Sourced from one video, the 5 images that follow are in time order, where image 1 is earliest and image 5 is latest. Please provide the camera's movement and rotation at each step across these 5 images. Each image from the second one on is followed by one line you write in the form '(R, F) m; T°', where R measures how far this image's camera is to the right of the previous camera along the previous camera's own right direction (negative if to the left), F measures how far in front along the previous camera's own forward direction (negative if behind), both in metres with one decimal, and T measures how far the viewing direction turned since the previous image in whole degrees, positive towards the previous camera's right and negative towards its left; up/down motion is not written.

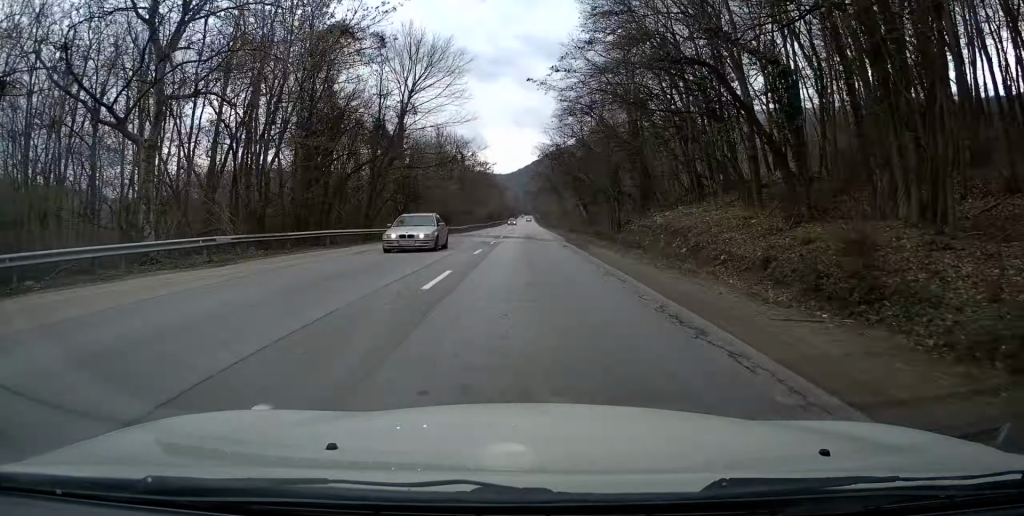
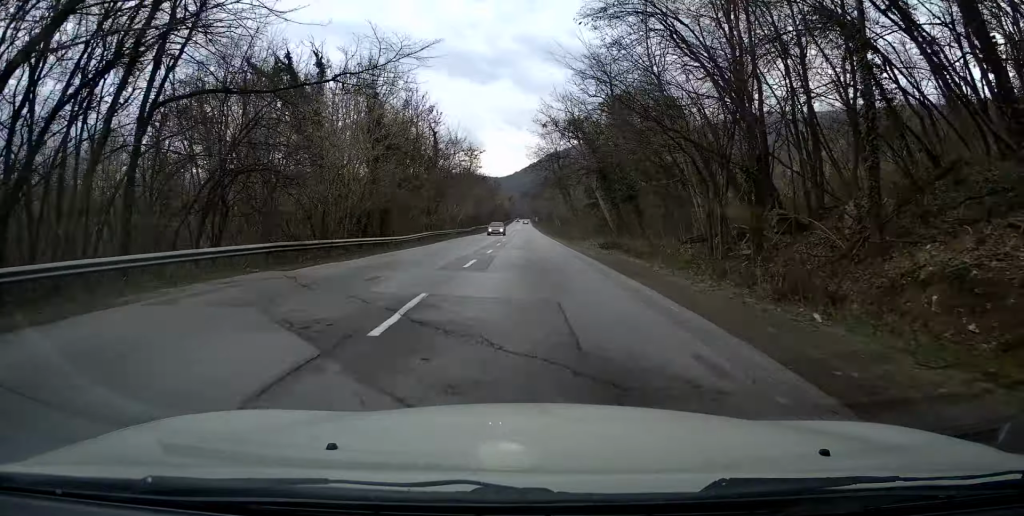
(+0.4, +30.5) m; +1°
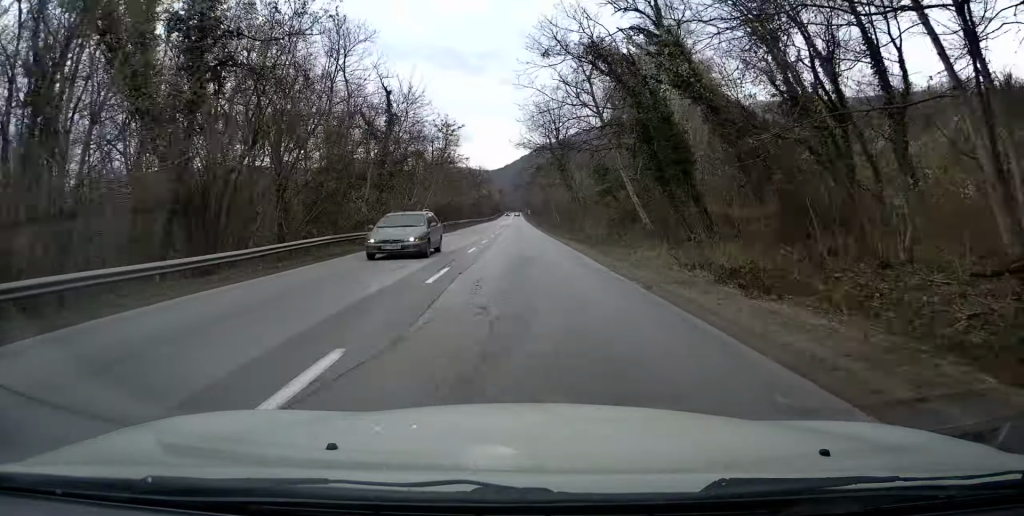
(0.0, +22.0) m; 0°
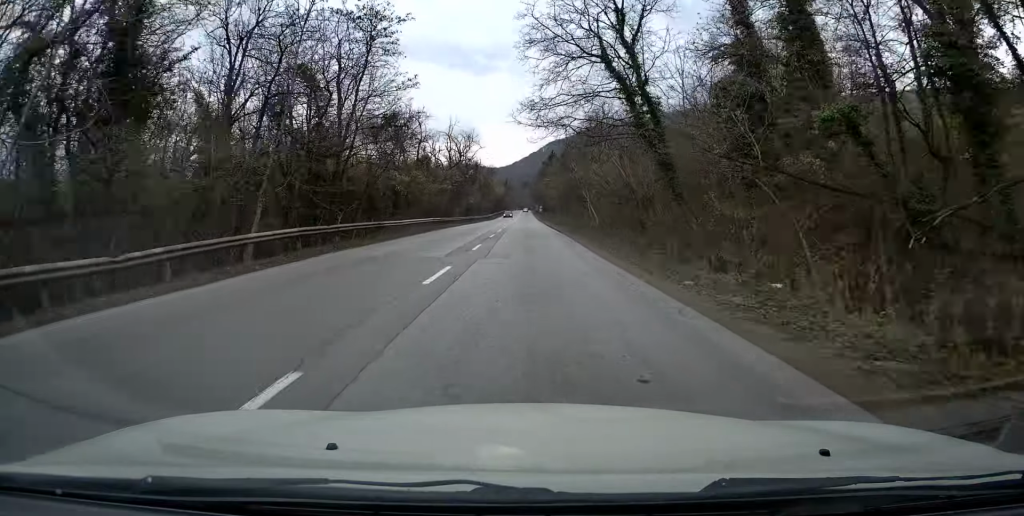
(-0.4, +45.4) m; -1°
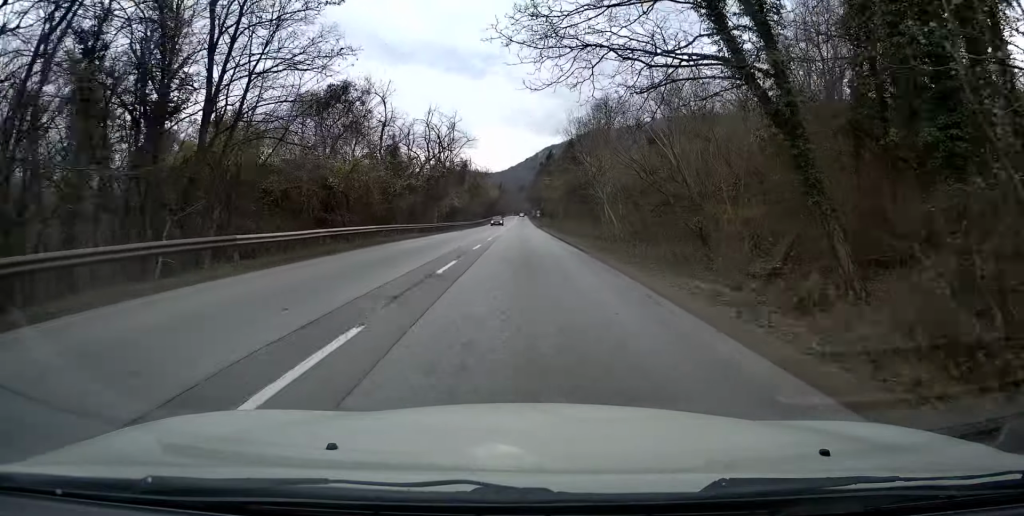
(-0.1, +15.7) m; 0°
